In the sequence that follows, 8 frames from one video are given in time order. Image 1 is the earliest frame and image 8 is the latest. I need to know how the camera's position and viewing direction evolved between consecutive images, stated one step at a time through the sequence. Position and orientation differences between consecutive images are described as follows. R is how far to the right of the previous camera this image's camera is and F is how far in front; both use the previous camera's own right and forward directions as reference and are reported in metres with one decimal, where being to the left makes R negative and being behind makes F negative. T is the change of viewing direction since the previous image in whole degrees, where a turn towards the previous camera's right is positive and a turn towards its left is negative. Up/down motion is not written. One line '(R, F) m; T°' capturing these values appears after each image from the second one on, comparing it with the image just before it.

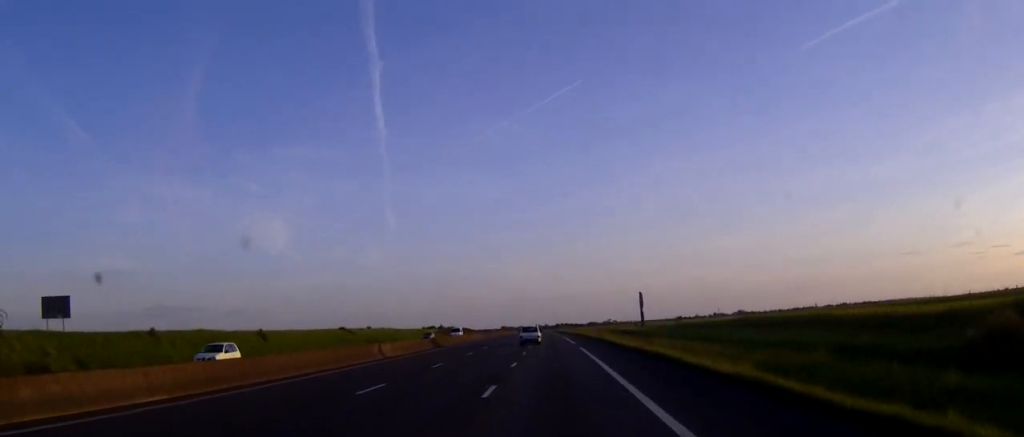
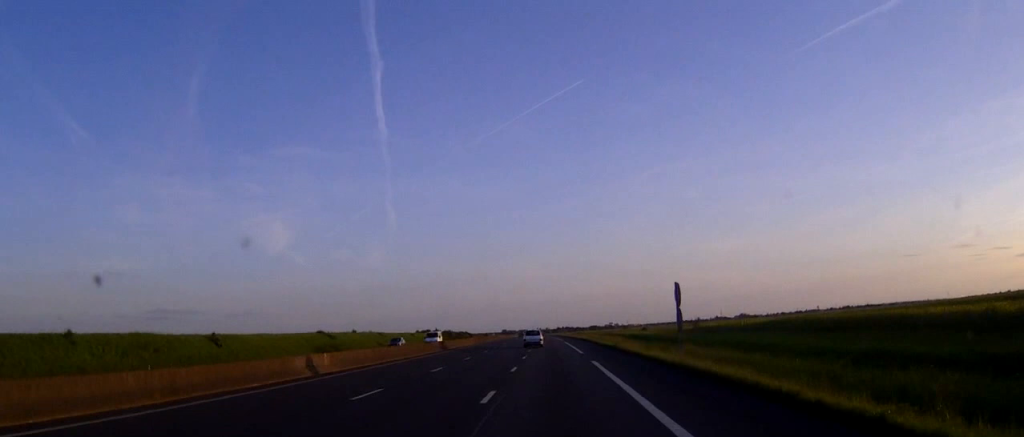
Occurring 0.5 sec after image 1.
(0.0, +13.0) m; 0°
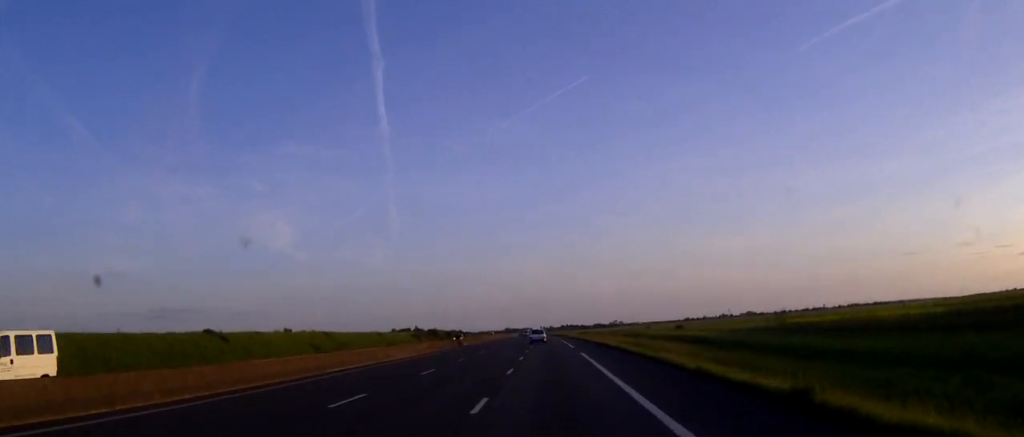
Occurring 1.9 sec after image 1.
(-0.1, +40.1) m; 0°
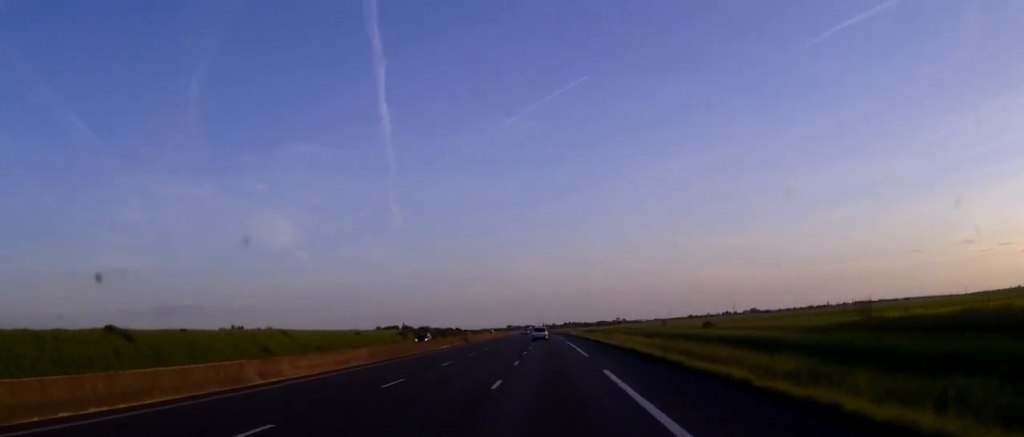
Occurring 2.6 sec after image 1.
(-0.1, +19.7) m; 0°
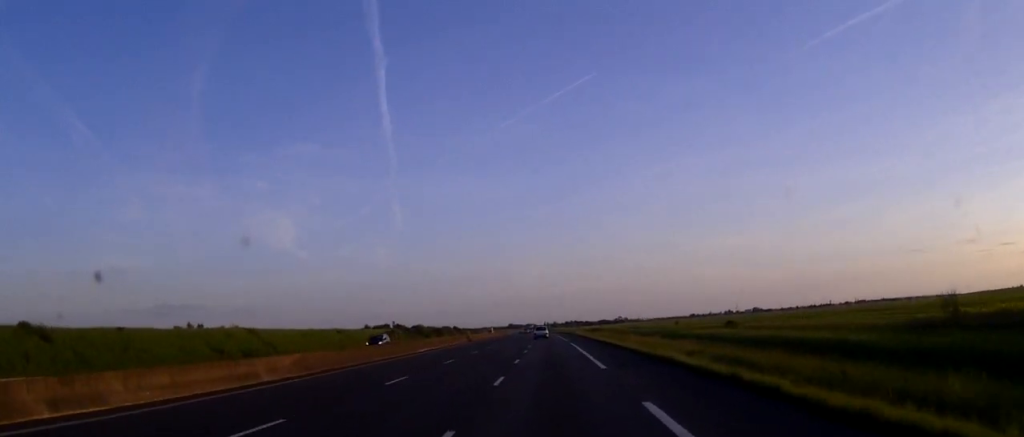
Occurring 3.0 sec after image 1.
(0.0, +12.2) m; 0°
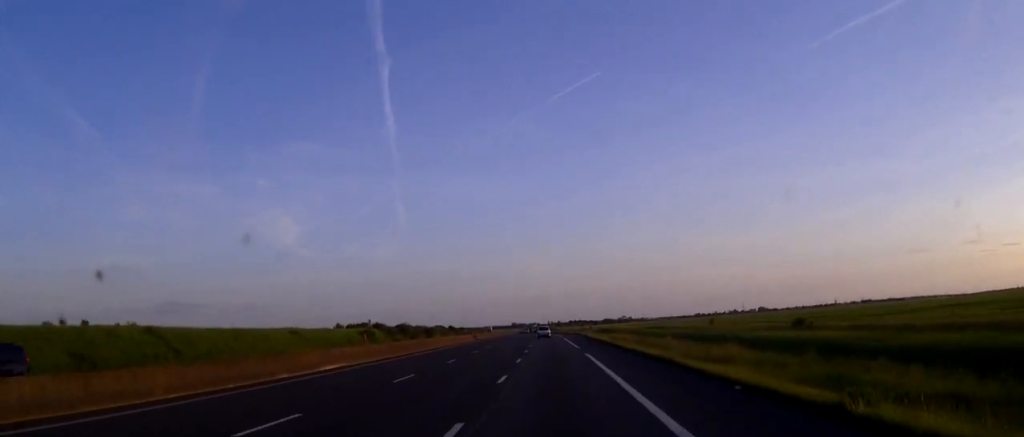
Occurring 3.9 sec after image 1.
(0.0, +24.3) m; 0°
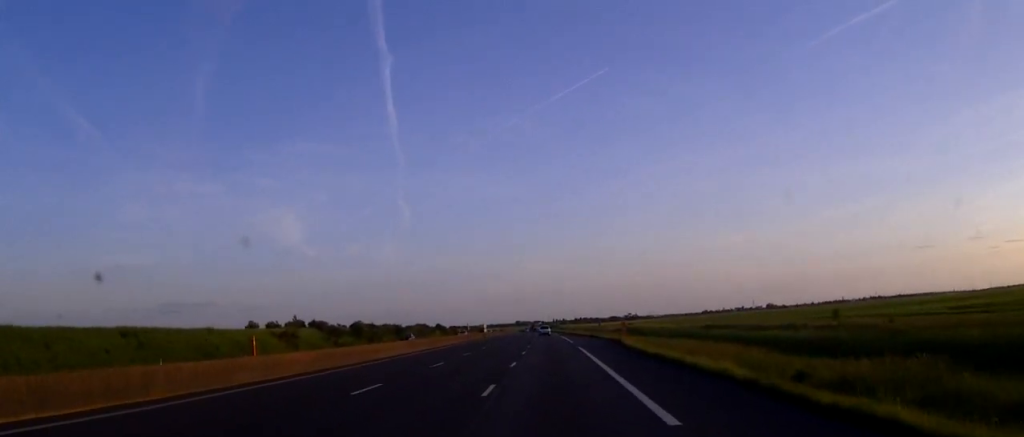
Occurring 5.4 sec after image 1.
(-0.2, +42.9) m; 0°
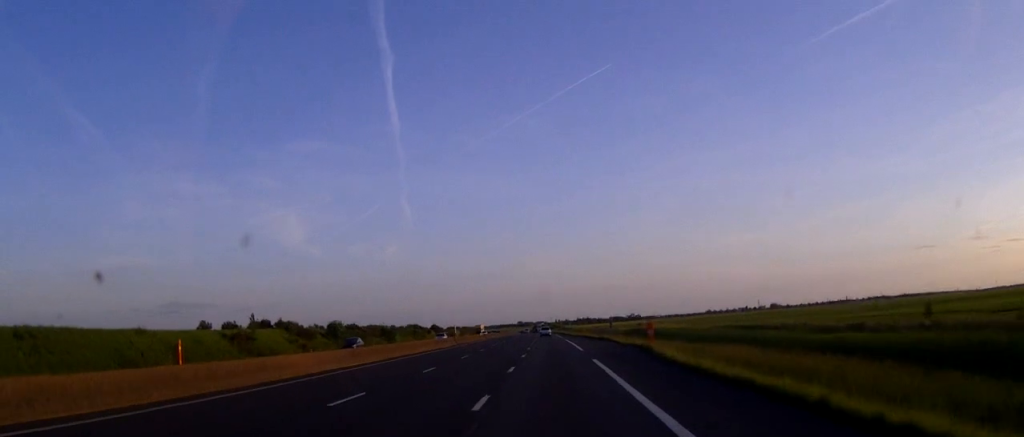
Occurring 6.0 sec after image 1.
(0.0, +14.9) m; 0°
